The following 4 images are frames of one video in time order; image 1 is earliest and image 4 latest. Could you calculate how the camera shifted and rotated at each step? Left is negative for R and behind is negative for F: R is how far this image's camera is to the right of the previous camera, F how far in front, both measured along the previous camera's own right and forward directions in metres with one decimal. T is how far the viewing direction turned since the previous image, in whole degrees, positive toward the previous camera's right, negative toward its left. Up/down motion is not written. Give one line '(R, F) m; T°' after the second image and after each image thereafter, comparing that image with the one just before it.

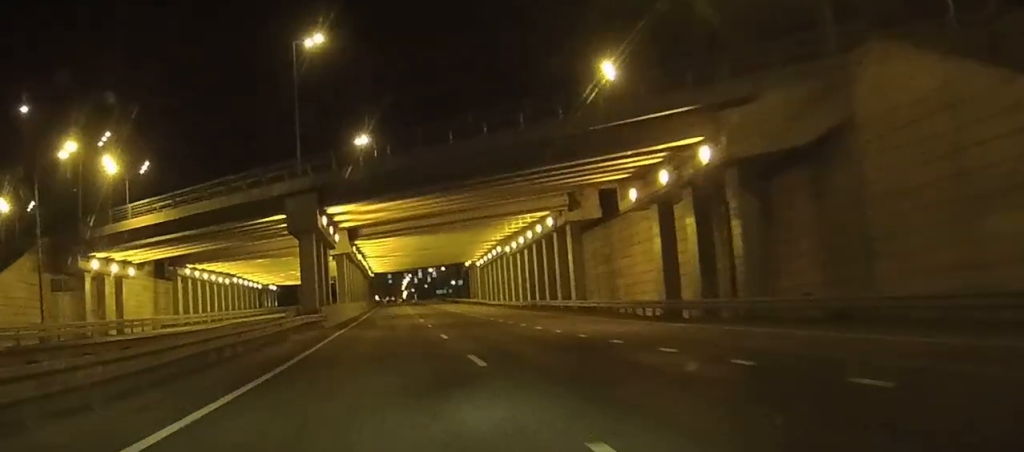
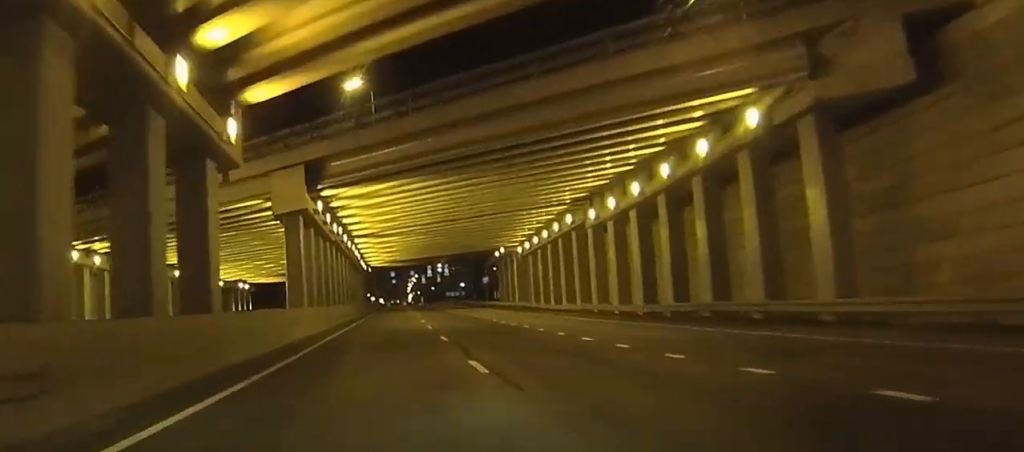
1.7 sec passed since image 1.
(+2.6, +38.7) m; +8°
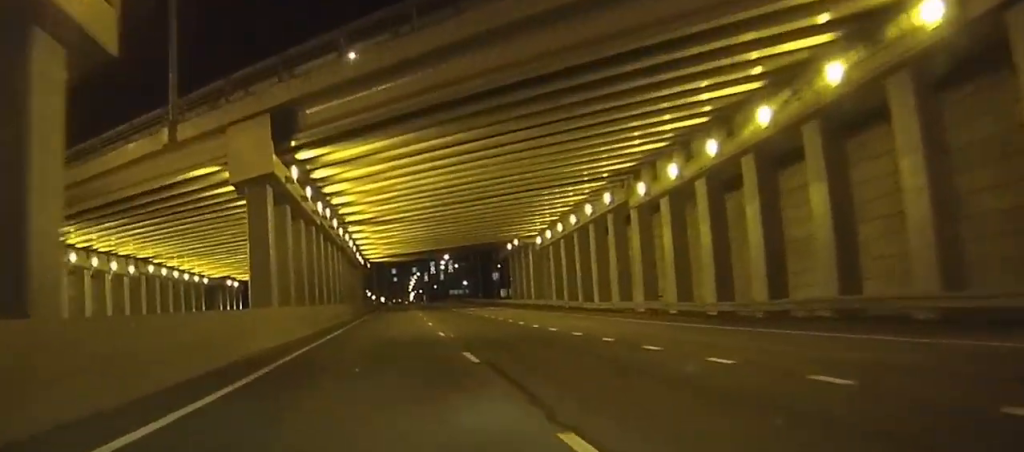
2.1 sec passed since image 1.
(+0.1, +10.5) m; 0°
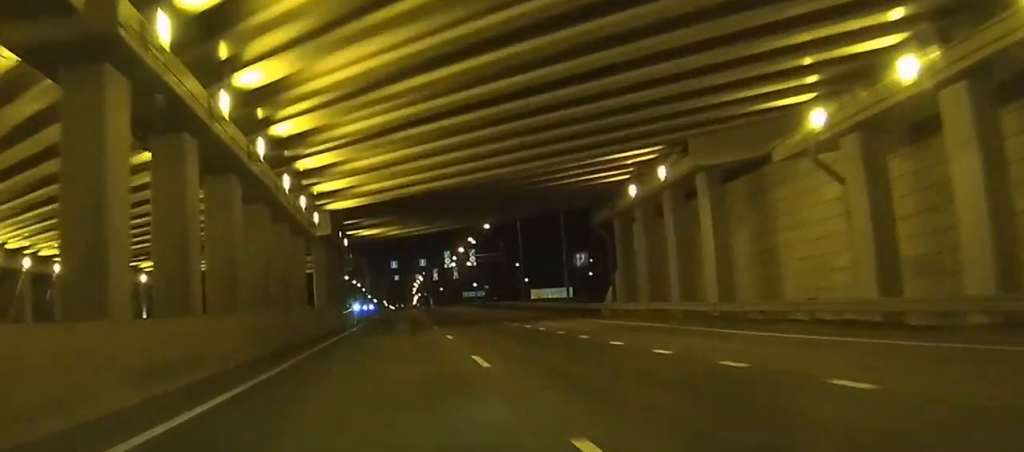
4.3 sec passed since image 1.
(+0.4, +47.0) m; +1°
